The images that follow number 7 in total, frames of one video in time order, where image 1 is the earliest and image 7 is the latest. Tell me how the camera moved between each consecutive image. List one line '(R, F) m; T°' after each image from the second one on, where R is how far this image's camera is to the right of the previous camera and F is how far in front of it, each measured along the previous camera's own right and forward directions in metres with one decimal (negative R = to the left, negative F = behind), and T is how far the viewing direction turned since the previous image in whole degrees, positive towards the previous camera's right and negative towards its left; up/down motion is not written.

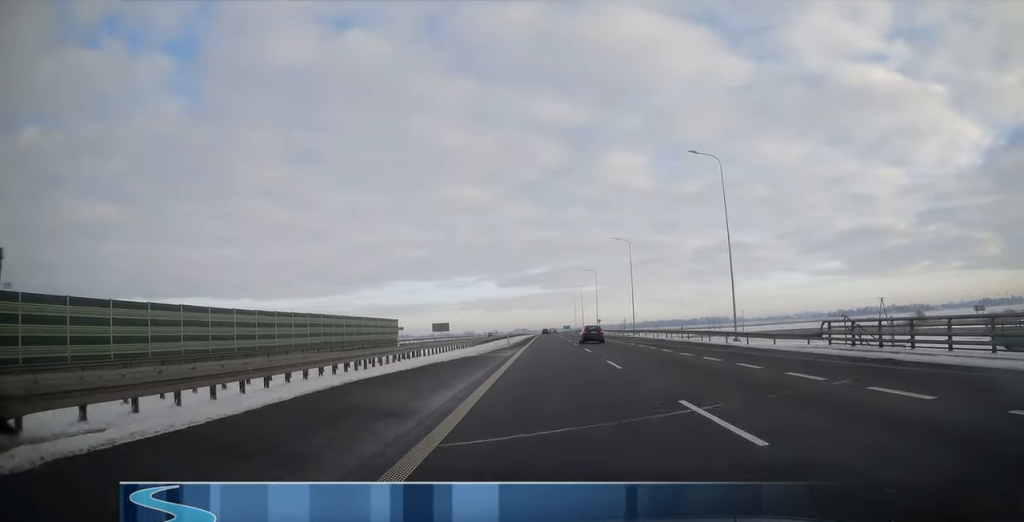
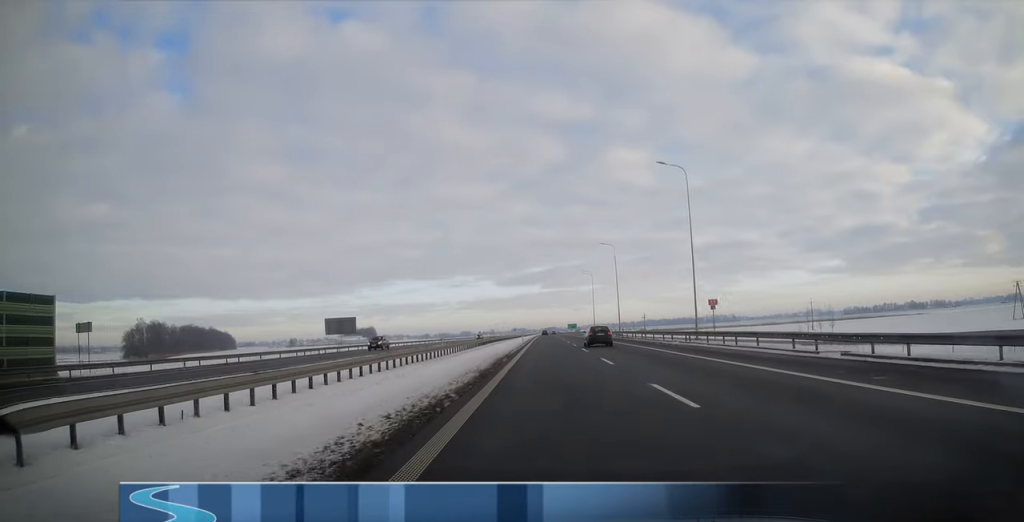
(0.0, +76.9) m; 0°
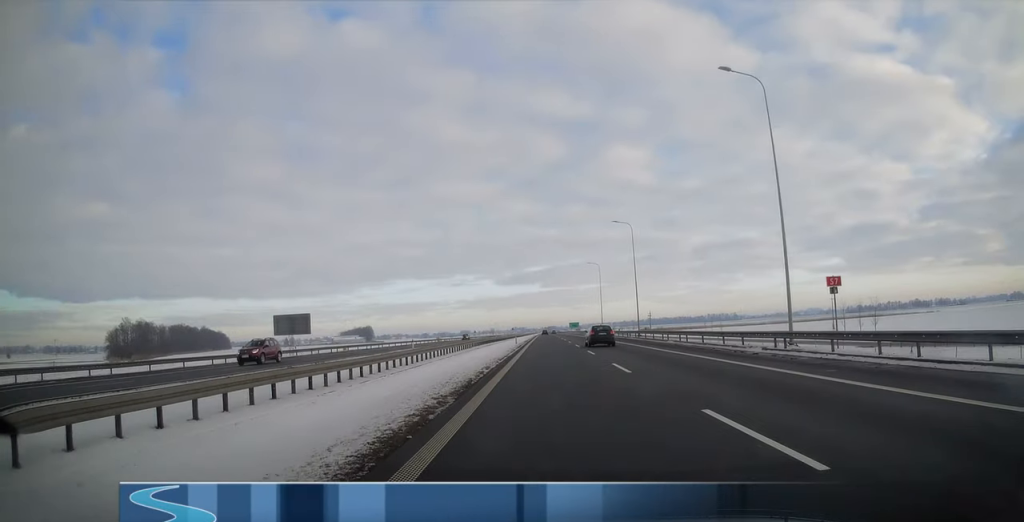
(0.0, +16.1) m; 0°
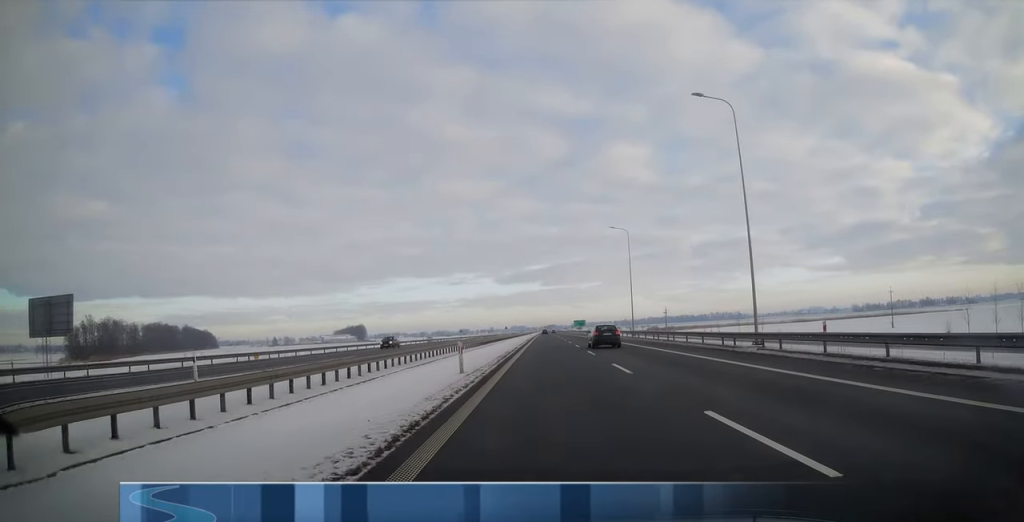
(0.0, +36.0) m; 0°
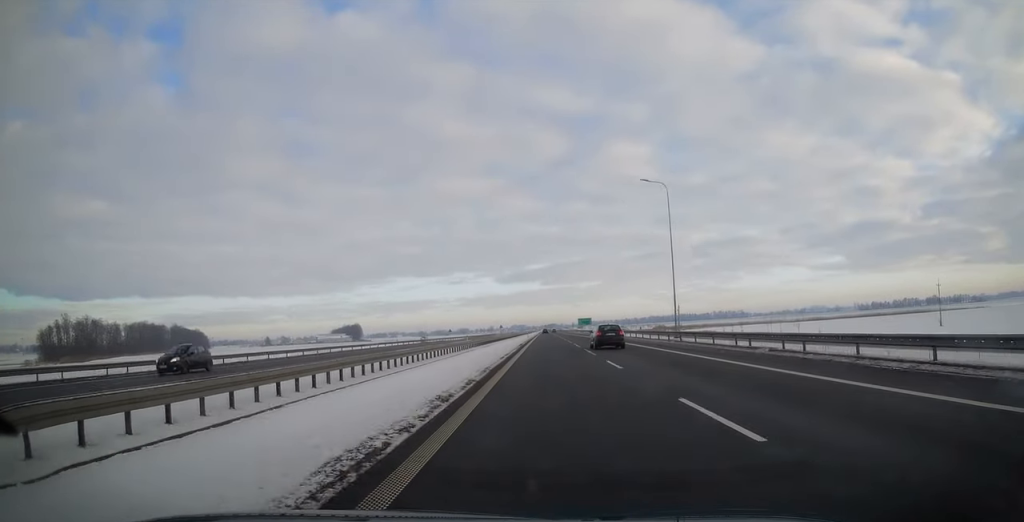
(-0.1, +22.1) m; 0°
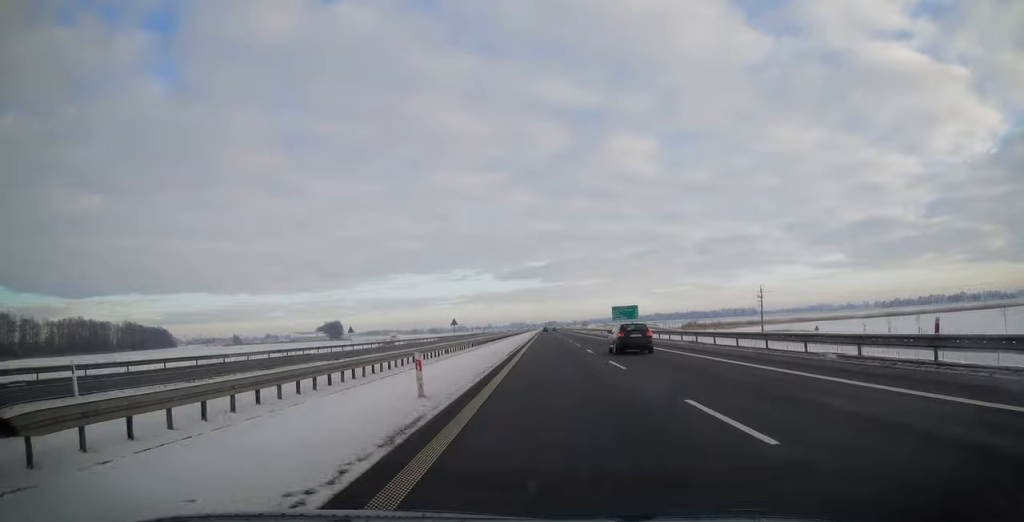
(-0.2, +83.9) m; -1°
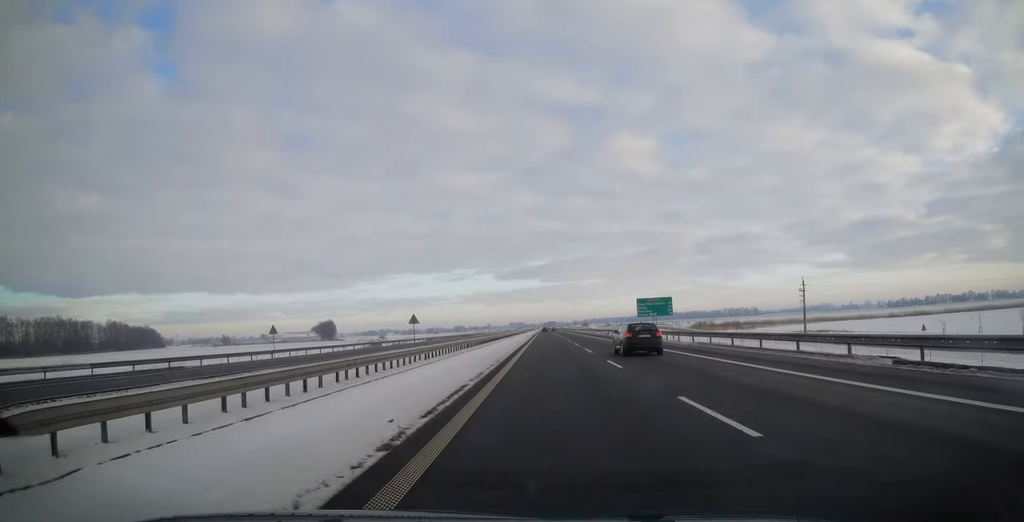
(0.0, +23.3) m; 0°
